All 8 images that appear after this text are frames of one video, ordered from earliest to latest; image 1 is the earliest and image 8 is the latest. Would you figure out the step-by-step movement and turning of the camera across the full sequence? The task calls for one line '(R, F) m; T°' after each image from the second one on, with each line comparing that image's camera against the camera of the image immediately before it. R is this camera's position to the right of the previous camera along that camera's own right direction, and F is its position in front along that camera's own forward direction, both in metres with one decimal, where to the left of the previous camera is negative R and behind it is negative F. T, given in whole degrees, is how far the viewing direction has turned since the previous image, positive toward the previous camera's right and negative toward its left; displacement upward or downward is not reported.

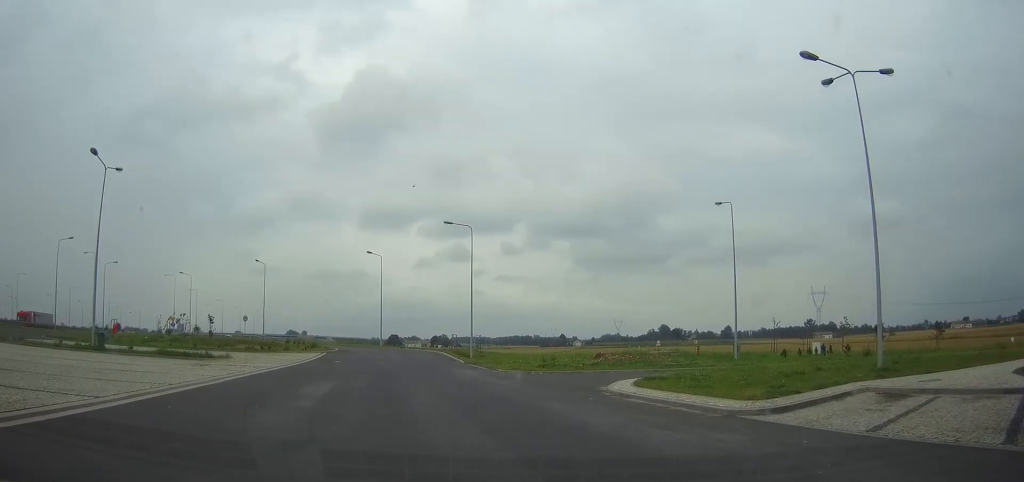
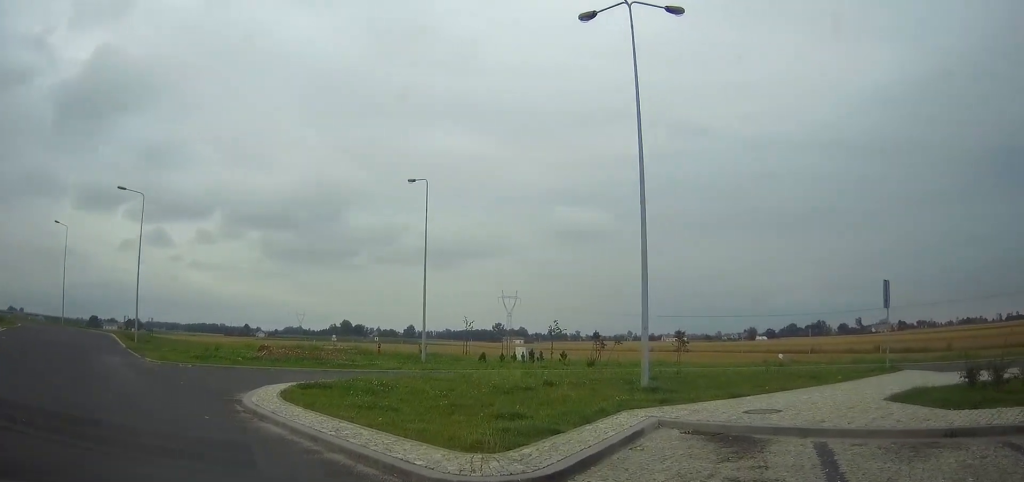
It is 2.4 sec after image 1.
(+1.3, +5.9) m; +20°
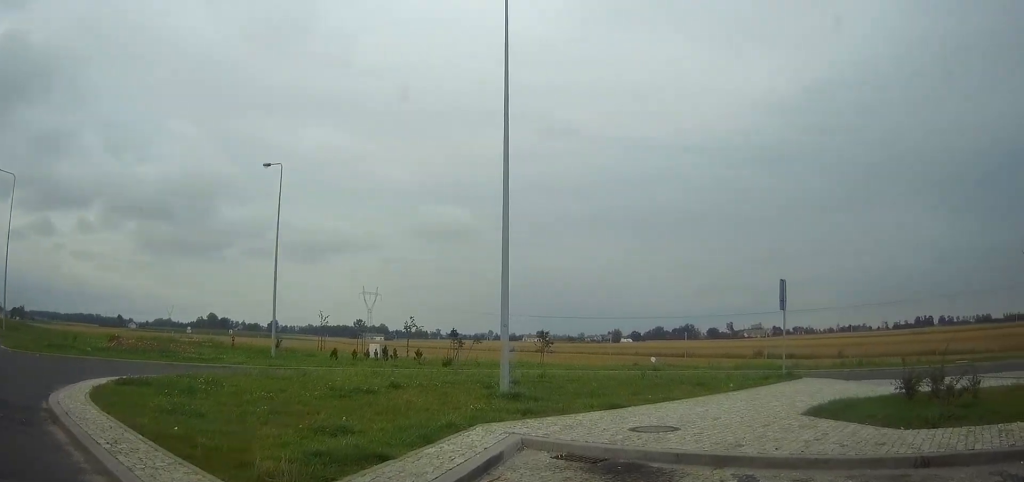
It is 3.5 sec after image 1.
(+0.1, +2.3) m; +5°
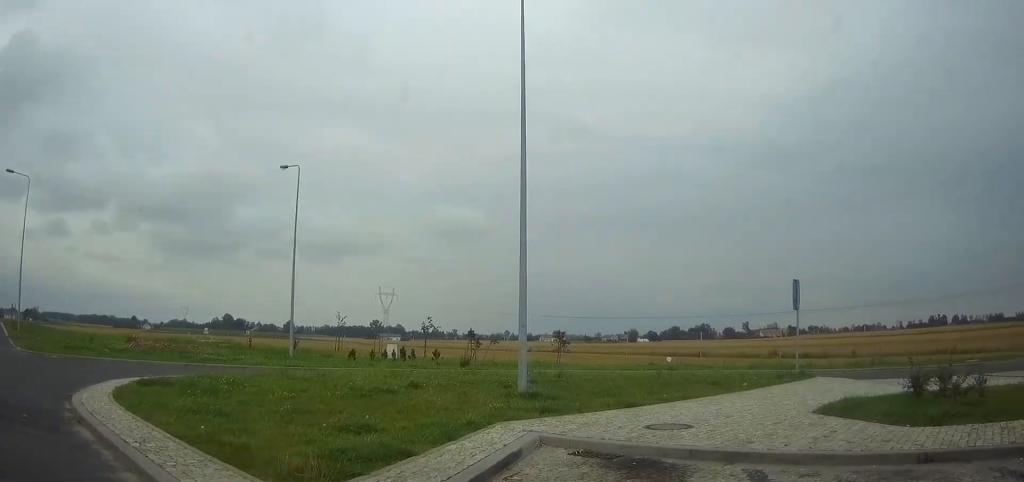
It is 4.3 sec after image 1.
(+0.1, +1.6) m; +5°
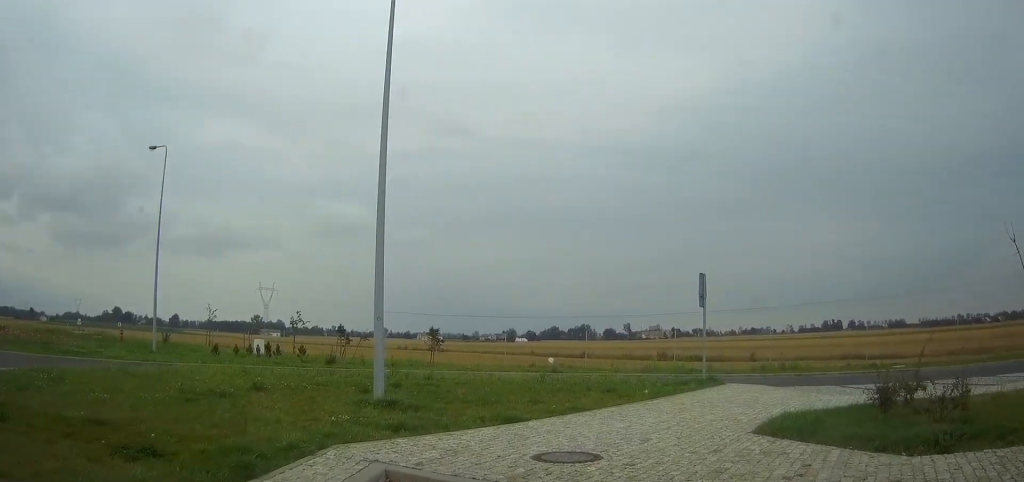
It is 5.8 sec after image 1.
(+0.2, +2.5) m; +12°
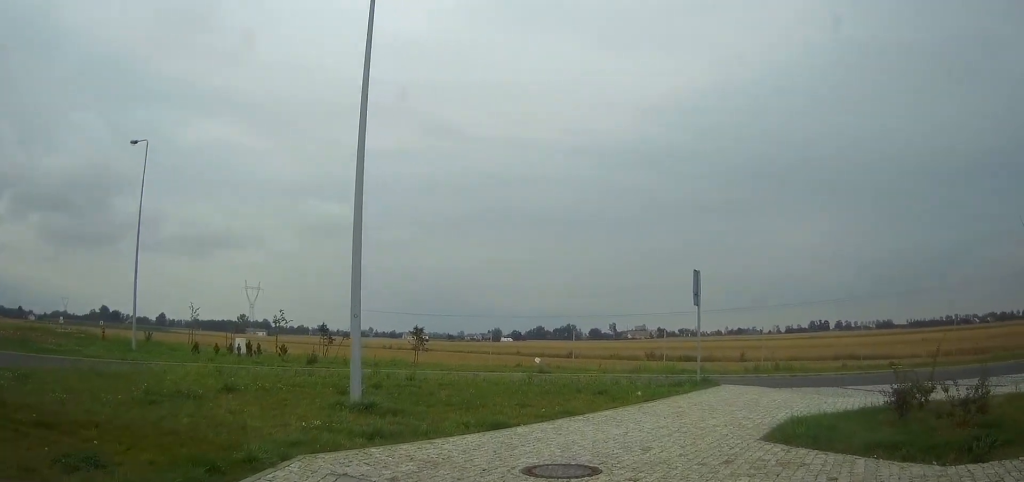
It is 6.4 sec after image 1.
(0.0, +0.8) m; +1°
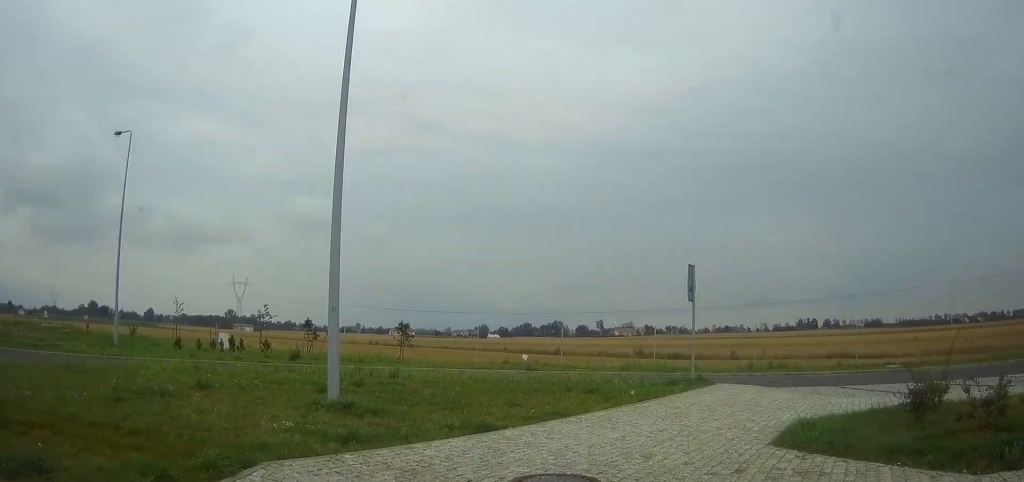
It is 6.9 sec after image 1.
(+0.1, +0.7) m; 0°
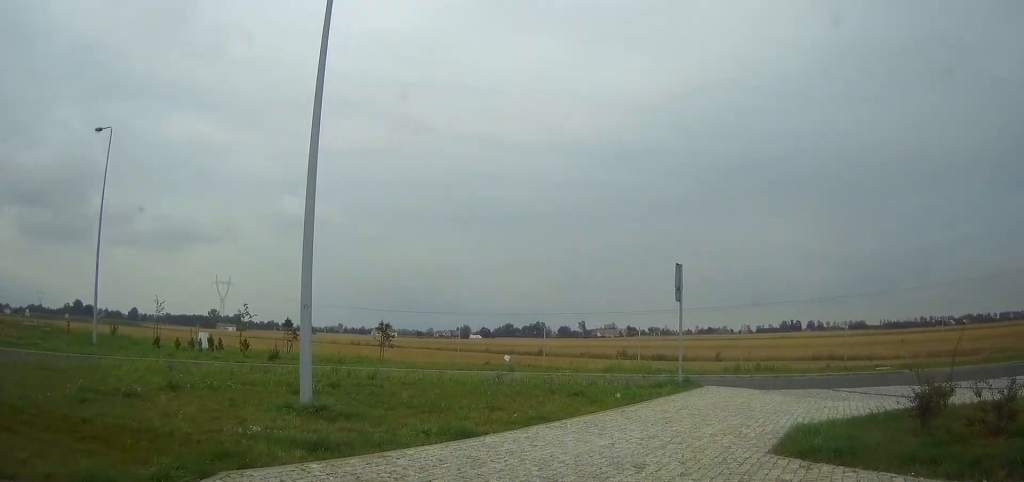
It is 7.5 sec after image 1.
(0.0, +0.5) m; 0°
